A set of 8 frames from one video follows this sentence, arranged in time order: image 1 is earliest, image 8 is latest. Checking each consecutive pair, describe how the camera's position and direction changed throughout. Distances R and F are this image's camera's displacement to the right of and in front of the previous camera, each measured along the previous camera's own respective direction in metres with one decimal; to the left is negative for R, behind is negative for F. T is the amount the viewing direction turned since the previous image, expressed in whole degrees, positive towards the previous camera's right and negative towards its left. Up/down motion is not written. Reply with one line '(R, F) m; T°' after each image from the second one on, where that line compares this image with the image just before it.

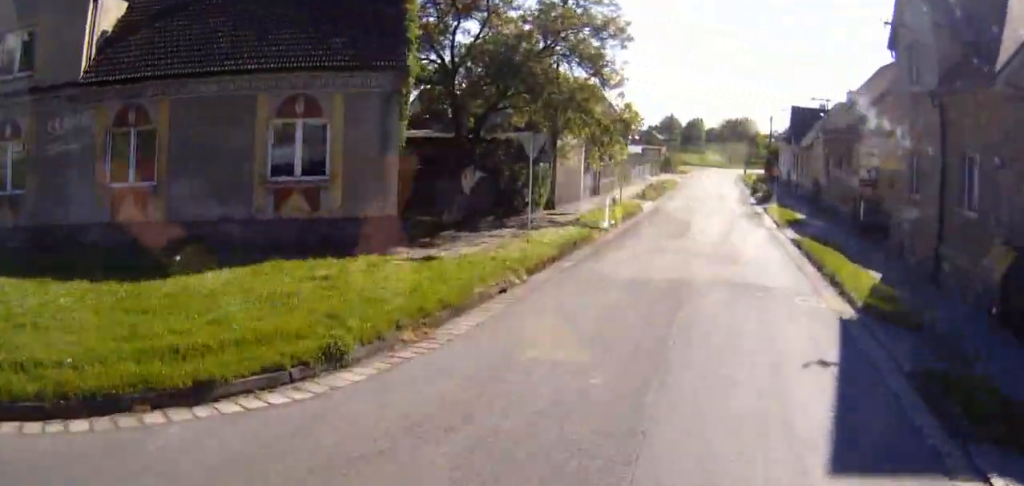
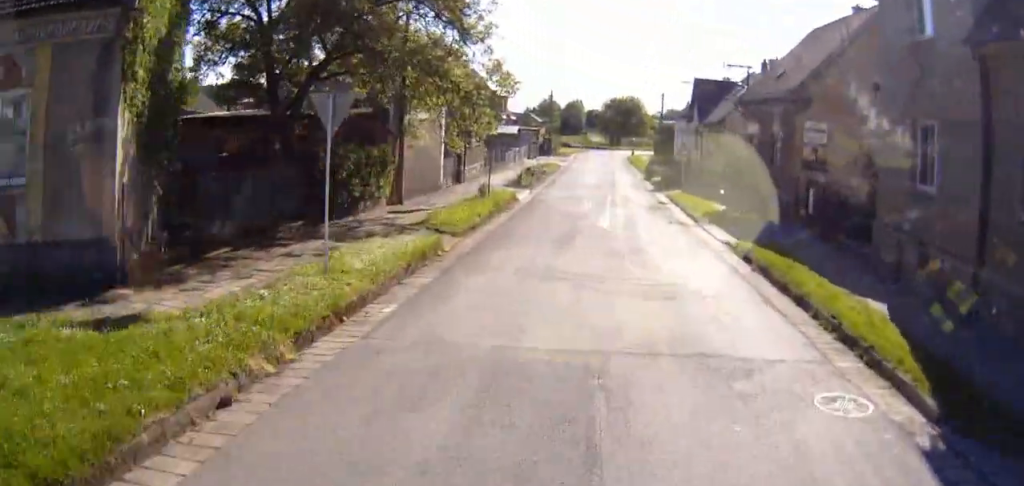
(+1.0, +8.8) m; +9°
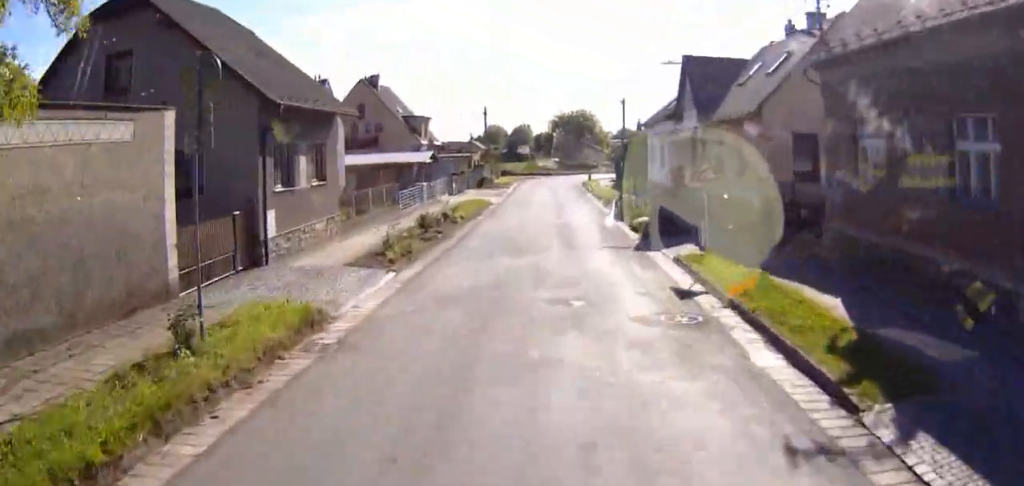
(+3.9, +21.3) m; +21°
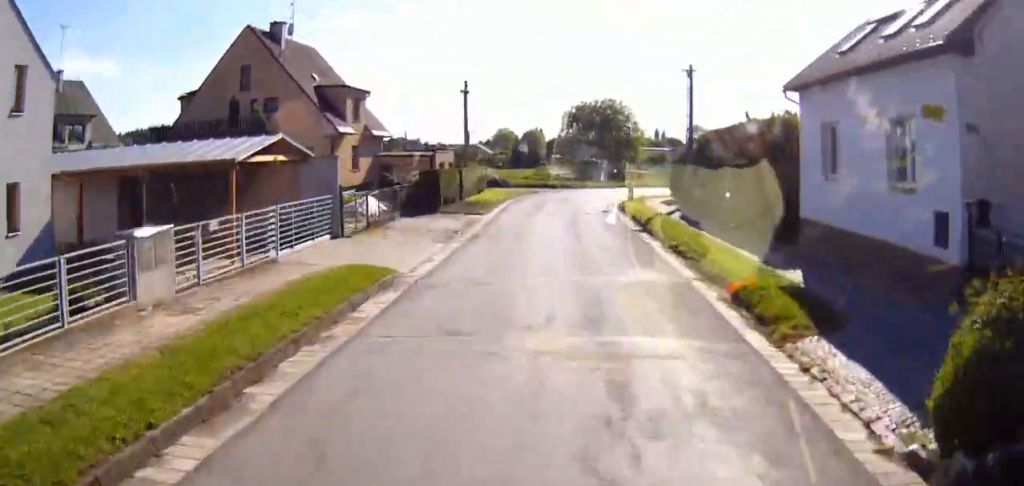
(+3.6, +33.7) m; -19°
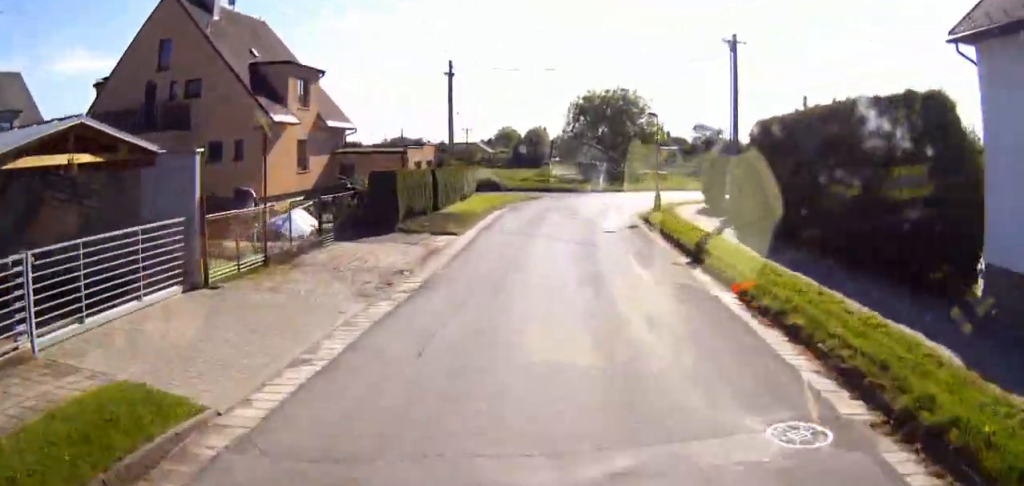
(-3.1, +4.0) m; -14°
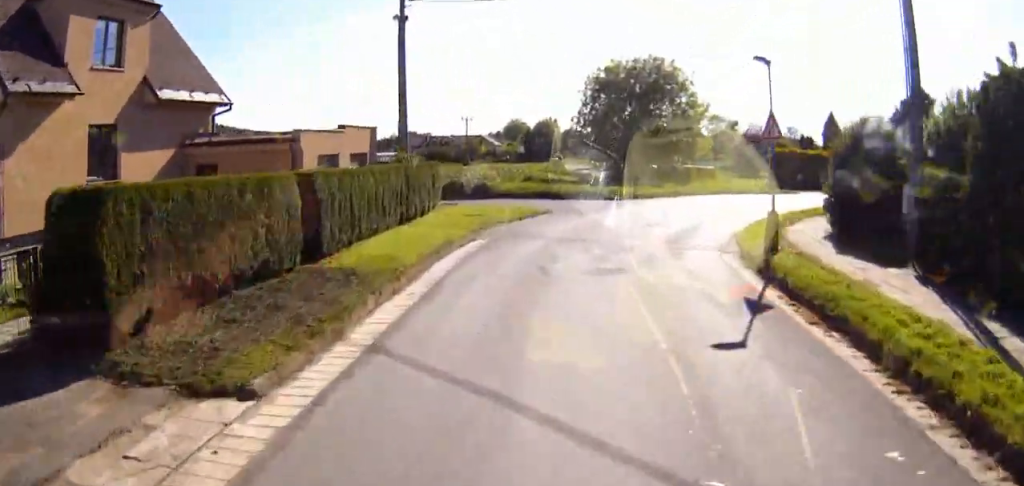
(-1.1, +11.4) m; +11°
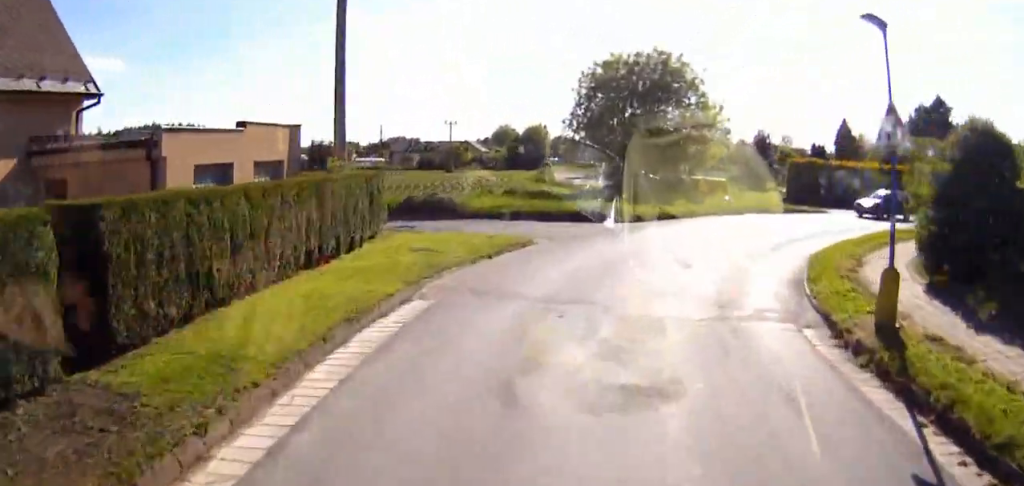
(+1.0, +6.9) m; +14°
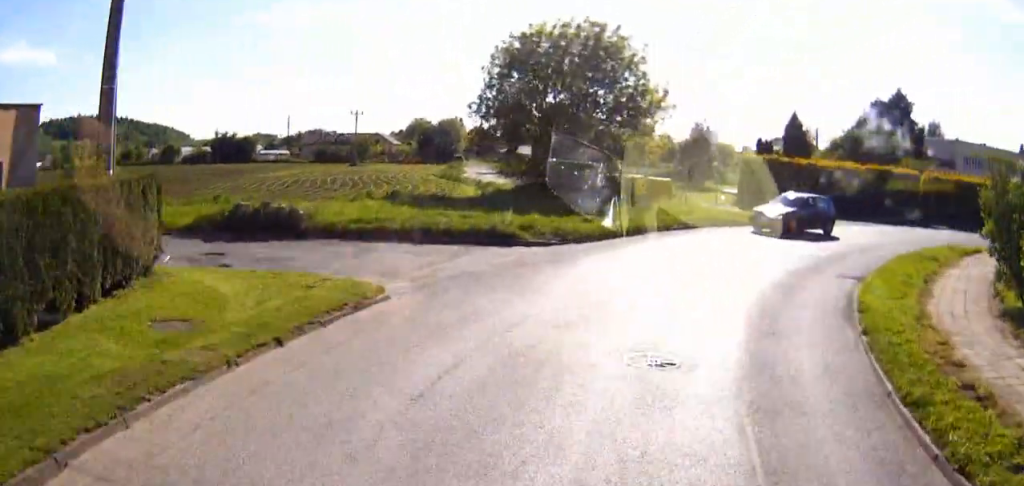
(+1.3, +9.7) m; +8°
